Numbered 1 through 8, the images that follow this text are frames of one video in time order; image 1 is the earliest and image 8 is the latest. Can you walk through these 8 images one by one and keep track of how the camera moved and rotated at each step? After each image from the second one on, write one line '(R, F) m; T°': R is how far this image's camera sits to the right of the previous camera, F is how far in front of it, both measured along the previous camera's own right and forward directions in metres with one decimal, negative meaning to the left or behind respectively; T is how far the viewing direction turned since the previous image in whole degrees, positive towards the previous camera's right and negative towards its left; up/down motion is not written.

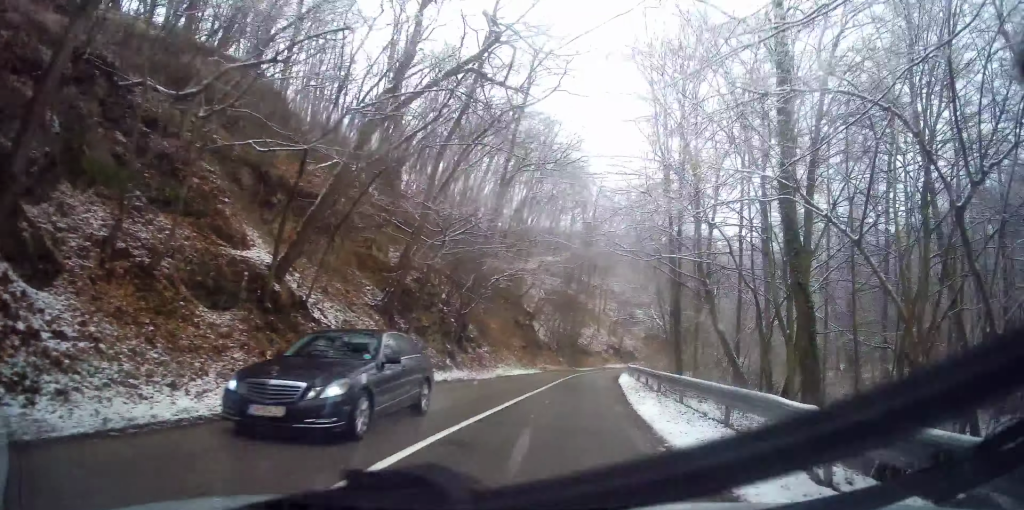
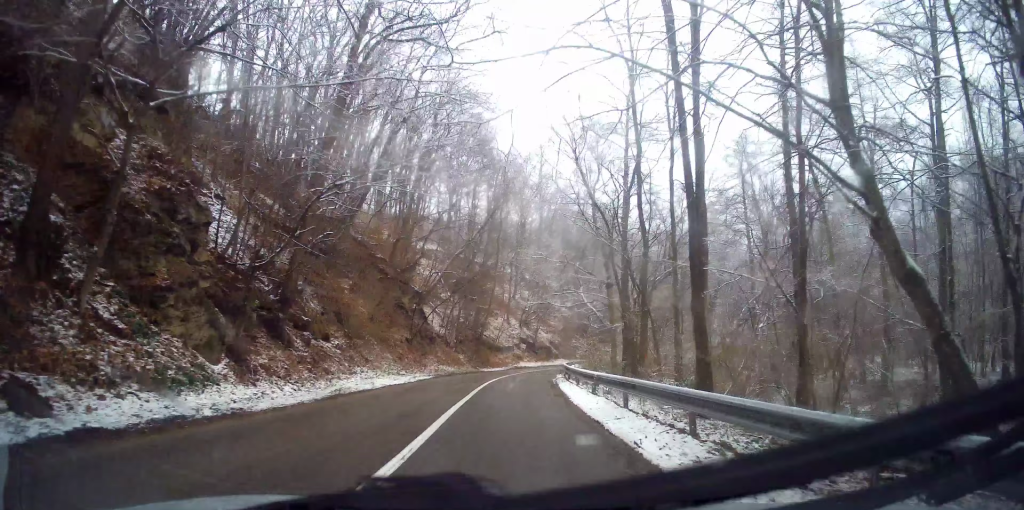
(+2.4, +13.3) m; +12°
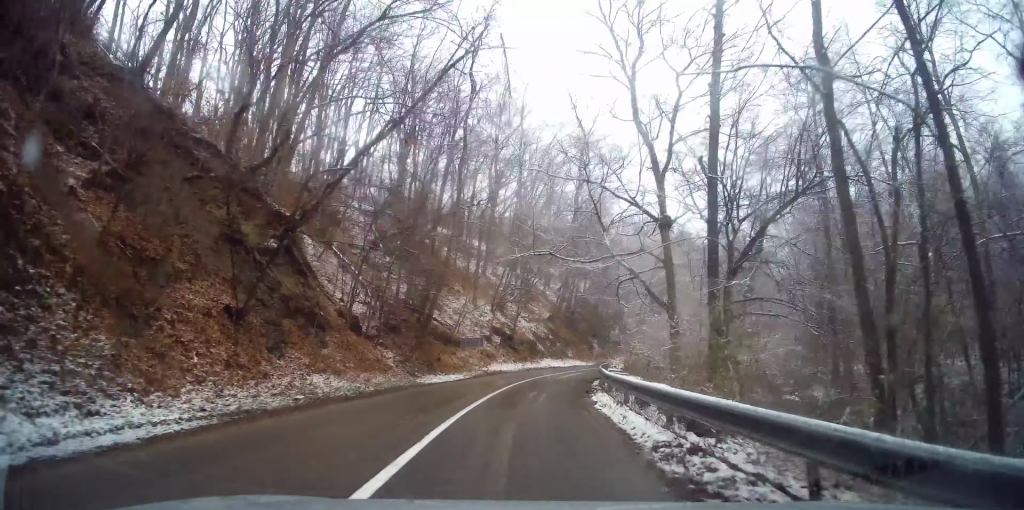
(+0.7, +19.8) m; +5°
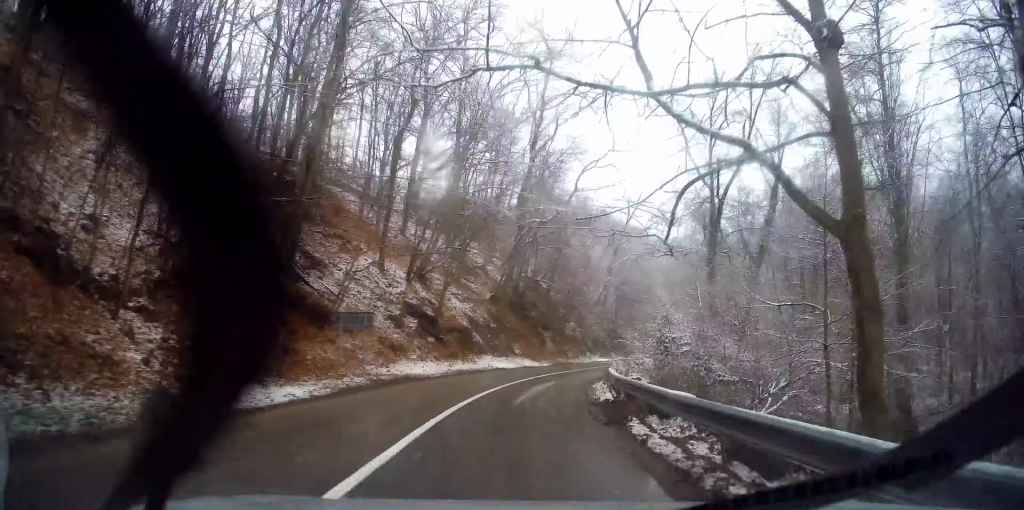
(+0.6, +14.5) m; +7°
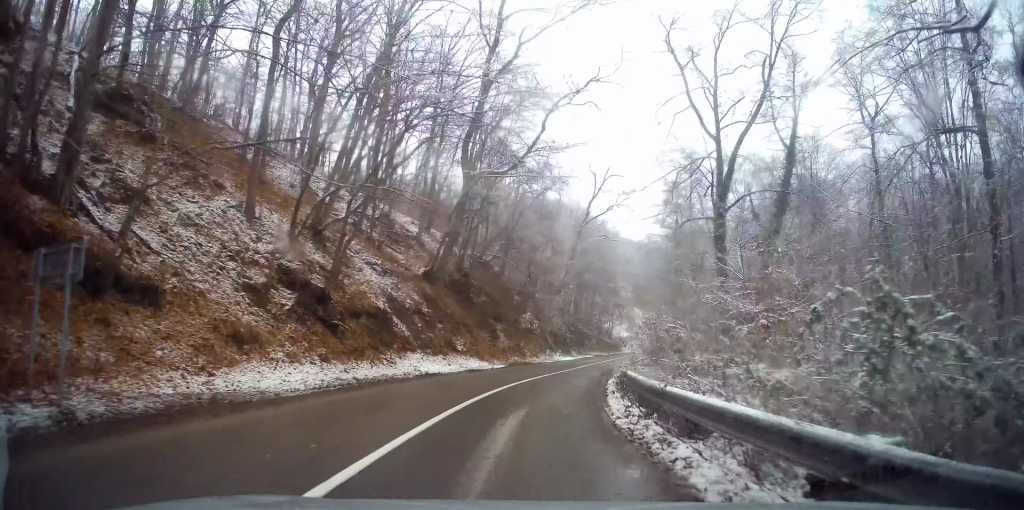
(+0.6, +10.2) m; +7°
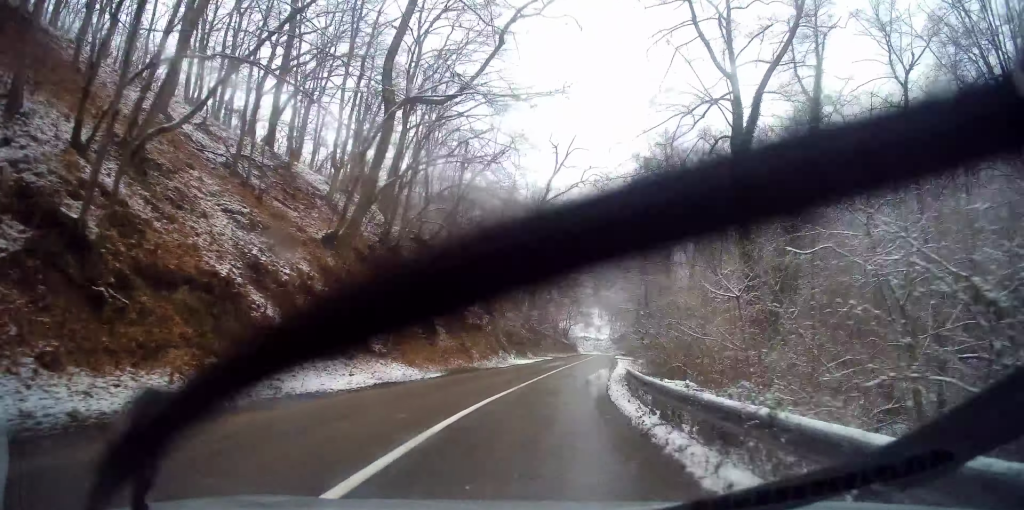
(+0.6, +8.8) m; +5°
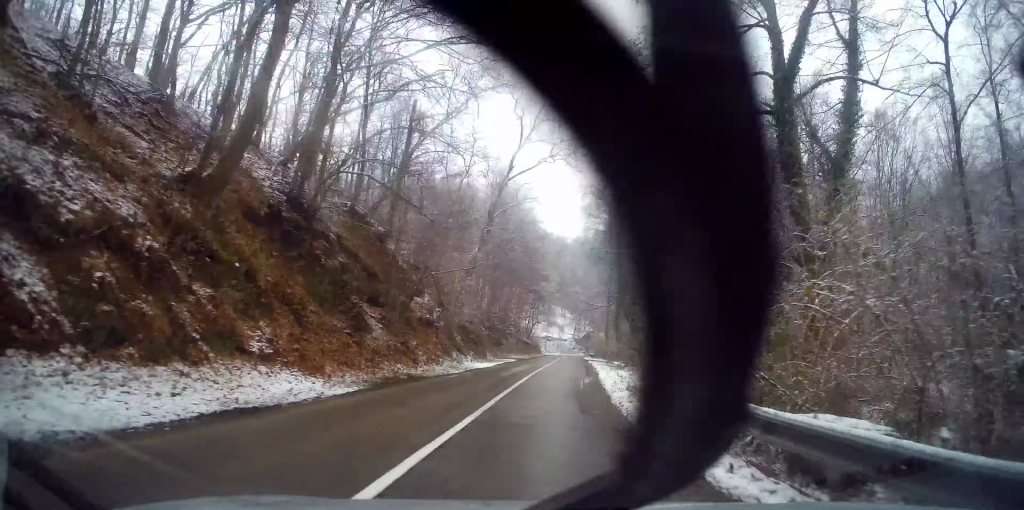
(+0.2, +7.0) m; +4°
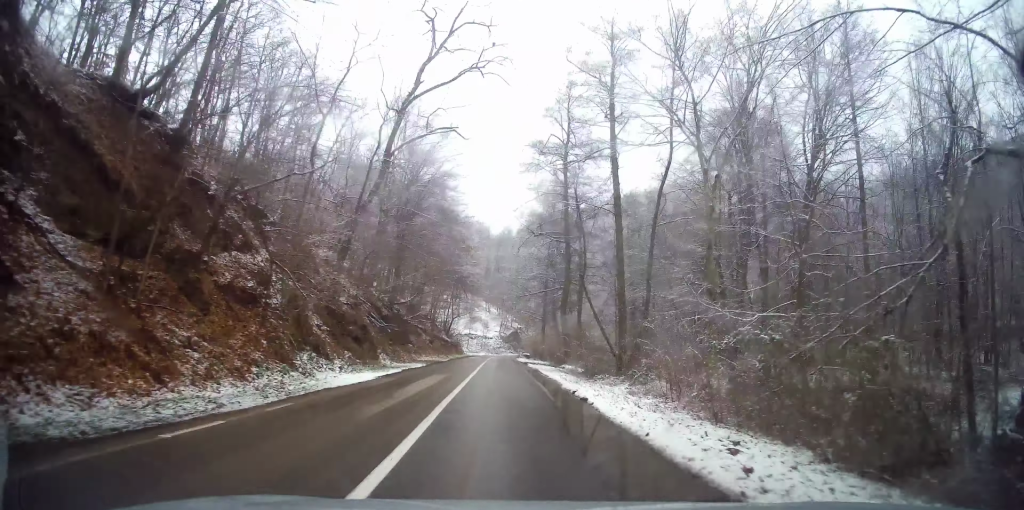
(+1.0, +14.6) m; +3°
